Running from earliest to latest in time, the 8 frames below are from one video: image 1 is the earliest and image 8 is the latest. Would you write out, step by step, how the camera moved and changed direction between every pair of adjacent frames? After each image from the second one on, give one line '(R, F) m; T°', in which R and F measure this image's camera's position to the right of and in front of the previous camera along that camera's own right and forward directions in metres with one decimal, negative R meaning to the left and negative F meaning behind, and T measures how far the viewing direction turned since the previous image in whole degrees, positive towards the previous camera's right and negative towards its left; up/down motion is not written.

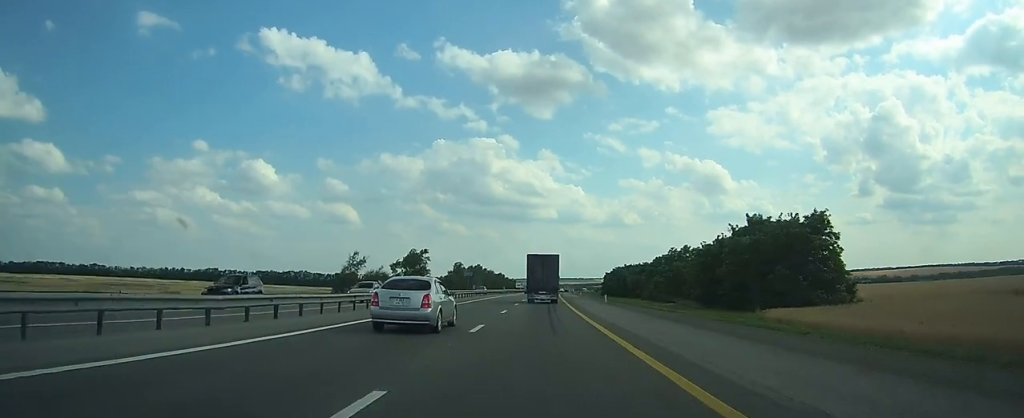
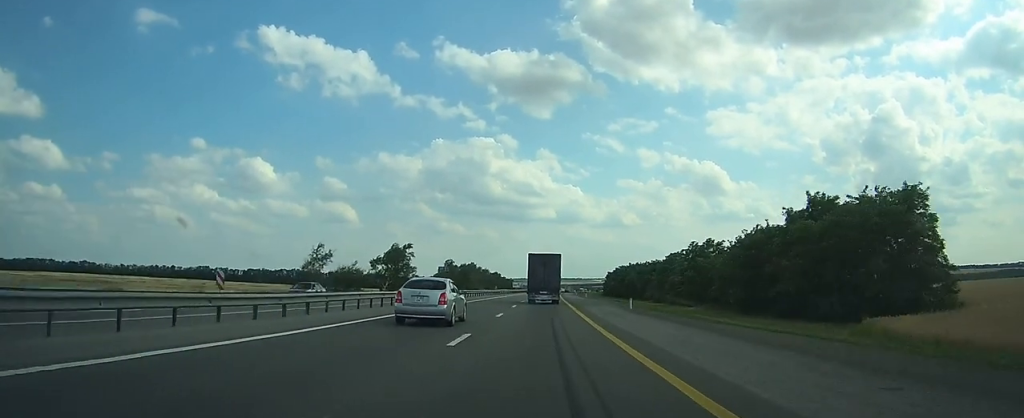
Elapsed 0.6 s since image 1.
(0.0, +15.3) m; 0°
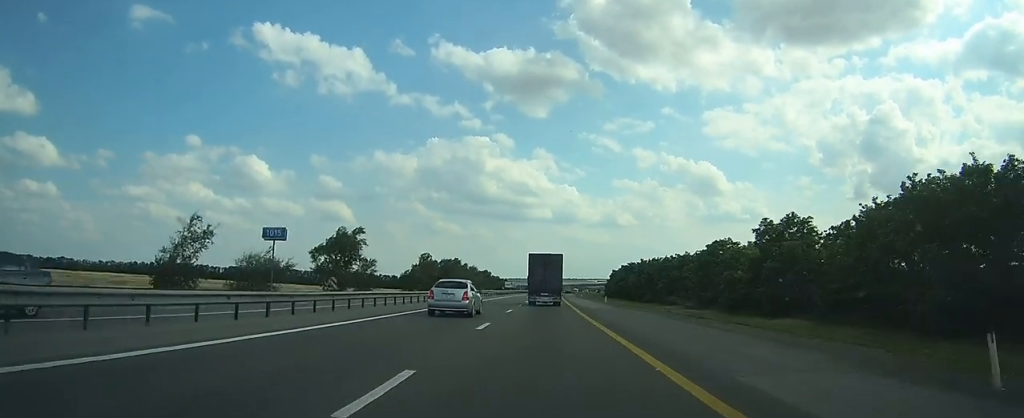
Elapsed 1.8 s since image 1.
(+0.3, +30.7) m; +1°
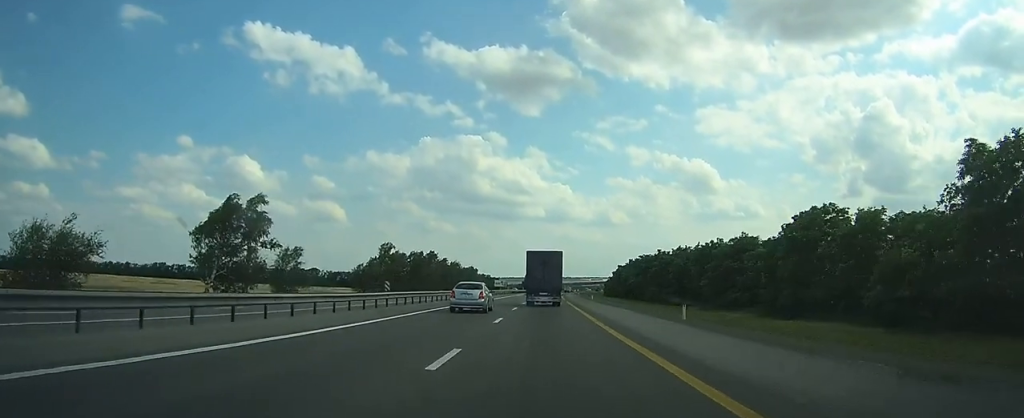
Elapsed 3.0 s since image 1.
(0.0, +31.9) m; 0°
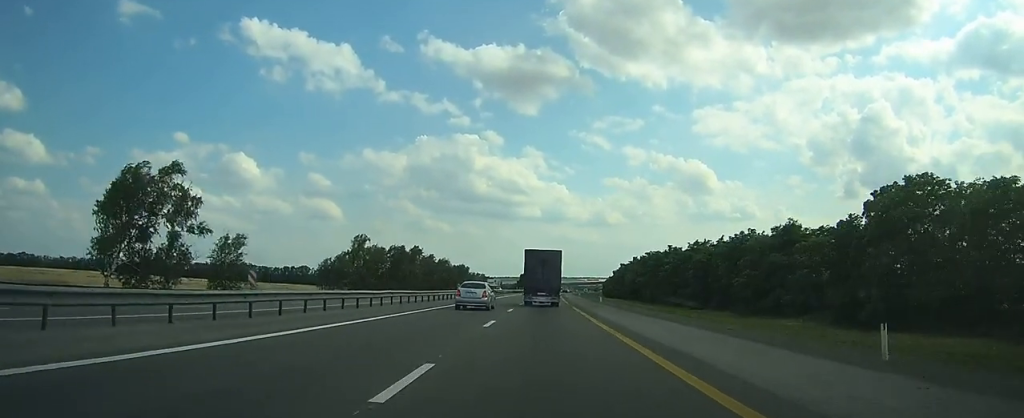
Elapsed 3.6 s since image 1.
(0.0, +14.7) m; 0°
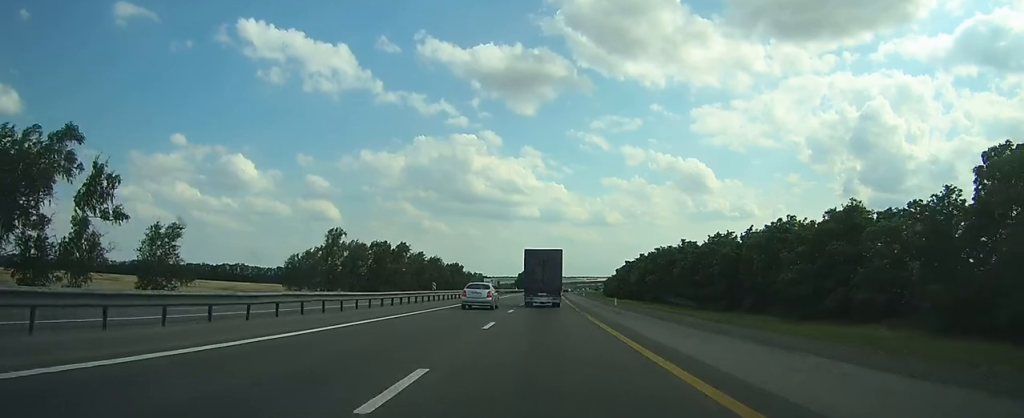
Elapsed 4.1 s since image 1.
(0.0, +12.2) m; 0°
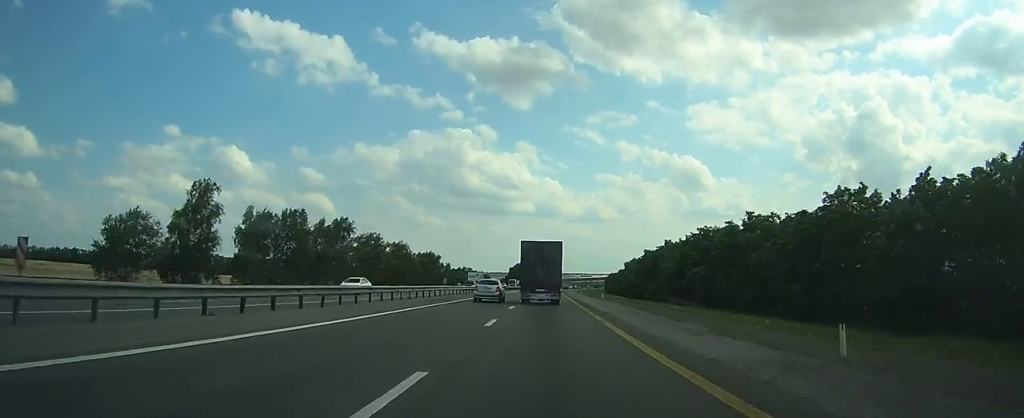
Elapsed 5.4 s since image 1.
(+0.4, +36.0) m; +1°
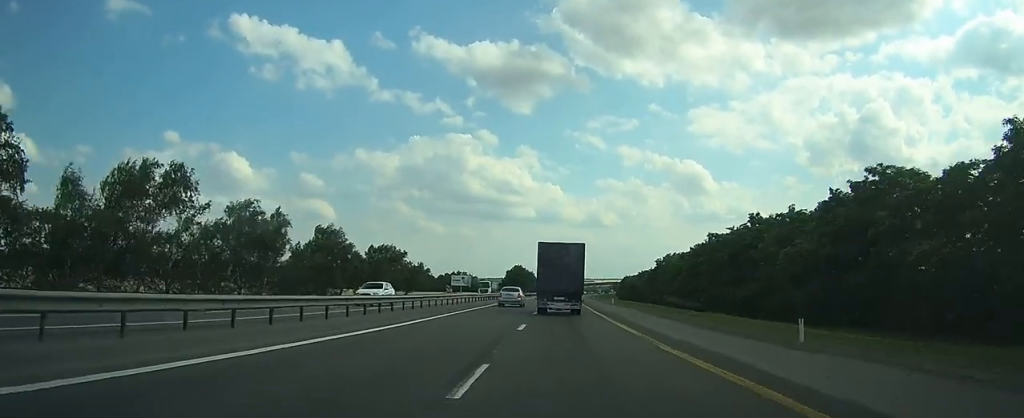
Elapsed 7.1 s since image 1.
(+0.2, +45.4) m; 0°
